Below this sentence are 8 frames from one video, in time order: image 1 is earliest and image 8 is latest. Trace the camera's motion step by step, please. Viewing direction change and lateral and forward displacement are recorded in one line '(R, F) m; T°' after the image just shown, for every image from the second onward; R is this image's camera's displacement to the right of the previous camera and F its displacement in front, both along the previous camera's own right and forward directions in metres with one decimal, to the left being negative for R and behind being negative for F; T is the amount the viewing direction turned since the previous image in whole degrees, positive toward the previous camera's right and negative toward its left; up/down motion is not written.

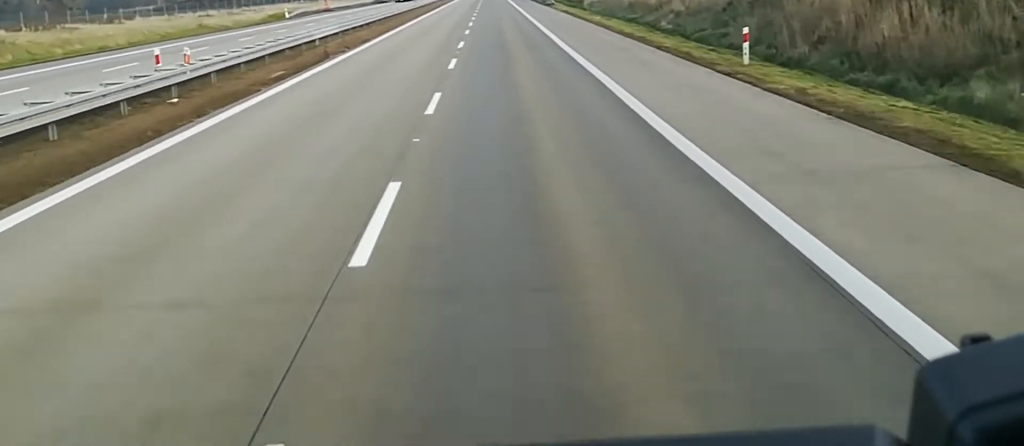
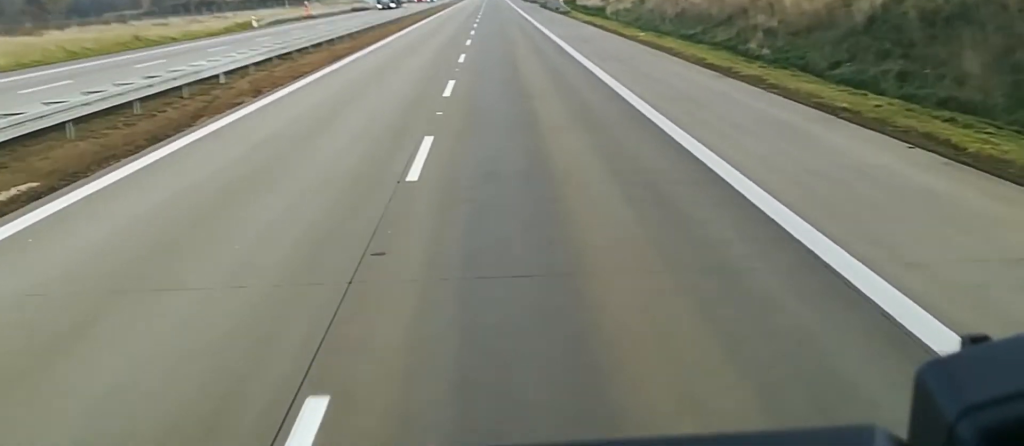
(-0.1, +20.3) m; 0°
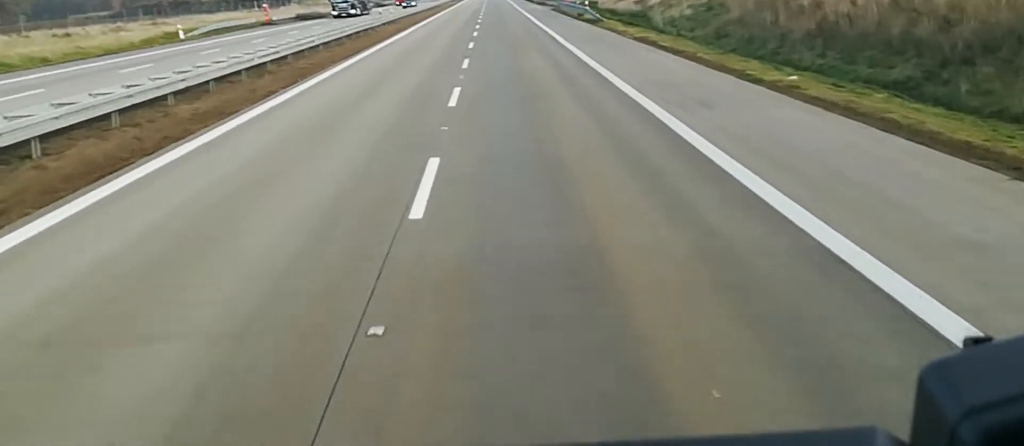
(+0.1, +26.2) m; 0°
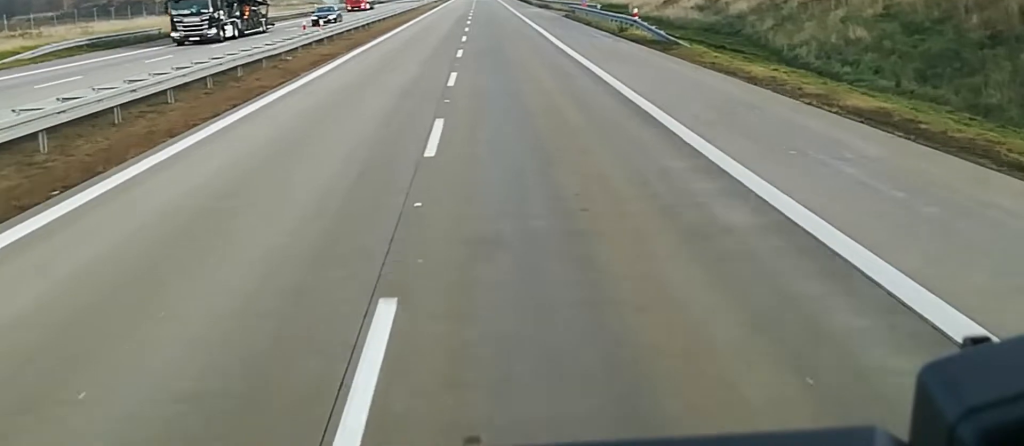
(0.0, +31.3) m; 0°
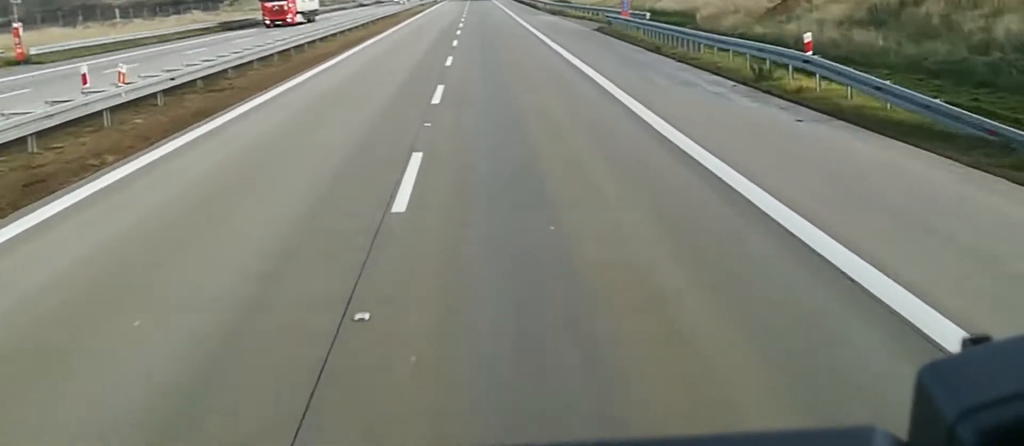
(+0.1, +27.9) m; 0°
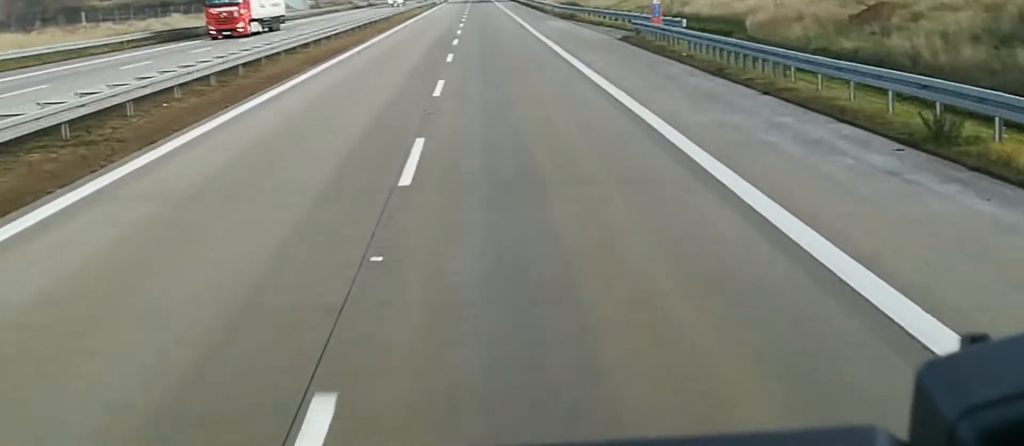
(0.0, +10.2) m; 0°
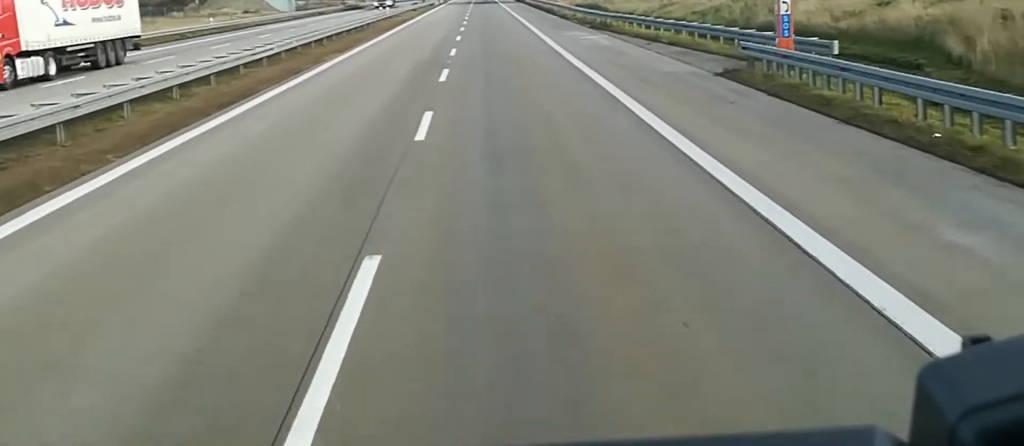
(-0.2, +21.1) m; +1°
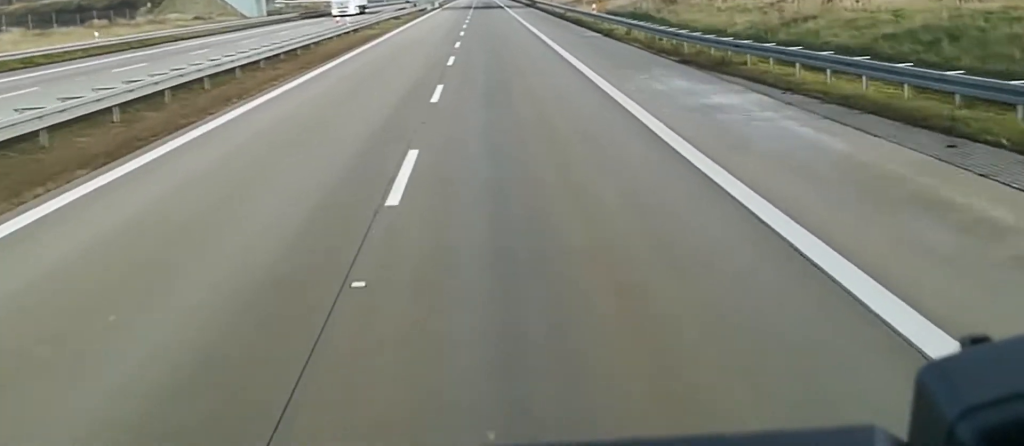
(+0.6, +27.7) m; 0°
